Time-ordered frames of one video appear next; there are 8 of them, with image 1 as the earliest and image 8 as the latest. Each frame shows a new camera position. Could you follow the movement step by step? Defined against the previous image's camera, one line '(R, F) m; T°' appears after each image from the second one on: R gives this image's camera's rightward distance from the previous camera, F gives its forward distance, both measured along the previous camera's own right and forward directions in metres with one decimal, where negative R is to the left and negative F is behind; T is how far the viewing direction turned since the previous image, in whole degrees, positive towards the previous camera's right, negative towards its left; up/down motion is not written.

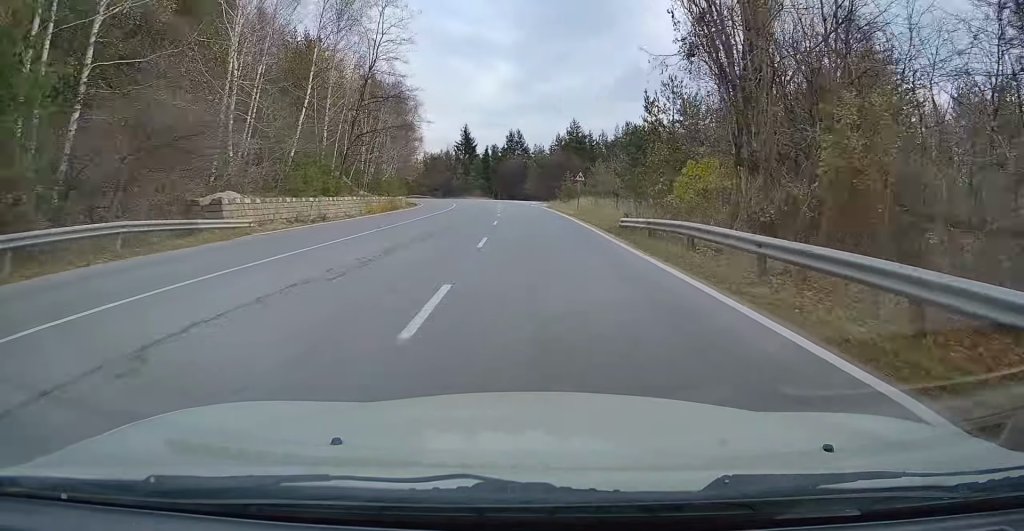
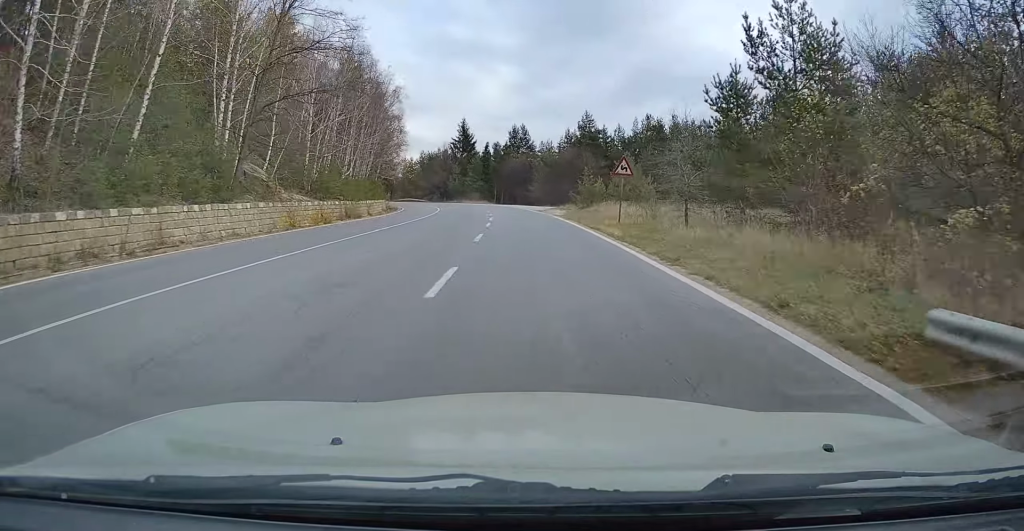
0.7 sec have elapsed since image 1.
(0.0, +16.1) m; -1°
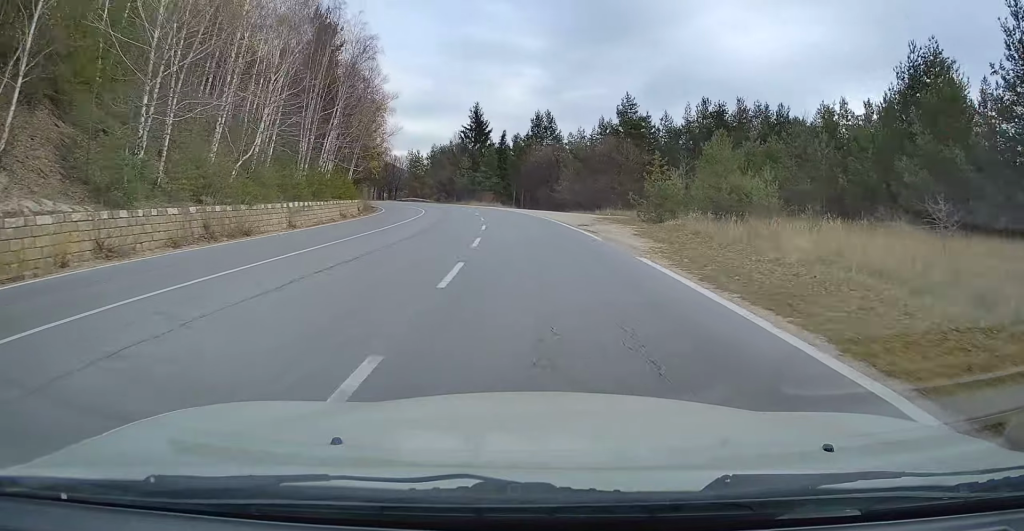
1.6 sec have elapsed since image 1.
(0.0, +21.7) m; -2°
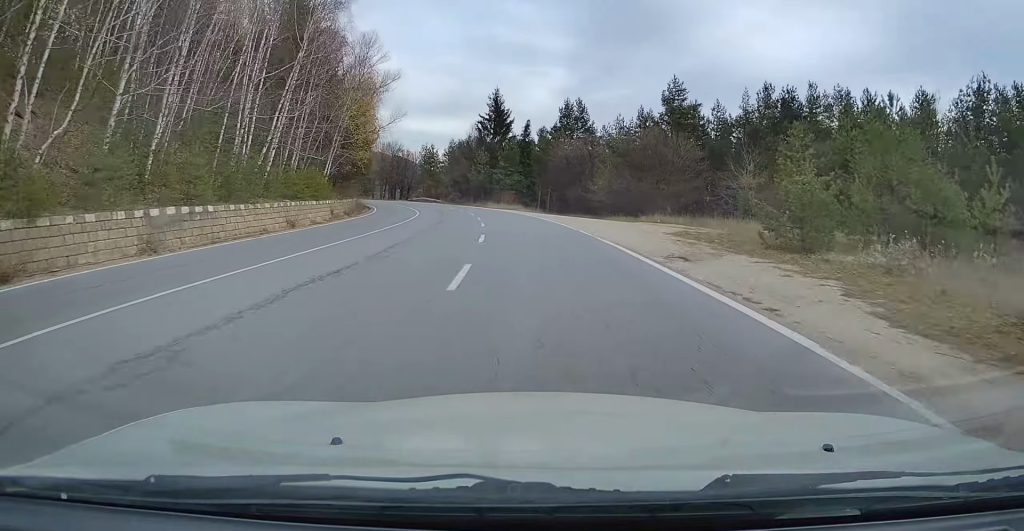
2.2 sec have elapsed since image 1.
(-0.4, +14.3) m; -3°
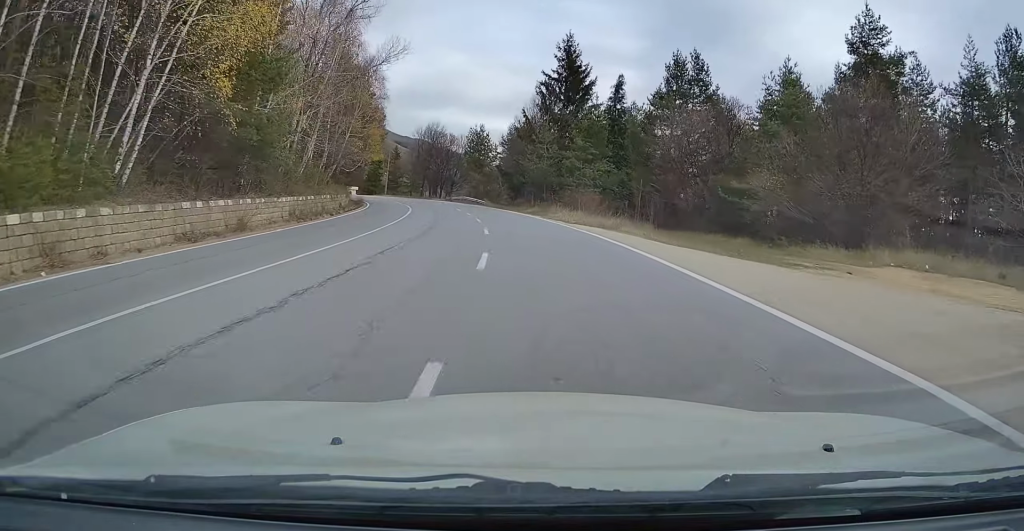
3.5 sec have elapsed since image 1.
(-1.6, +31.7) m; -6°
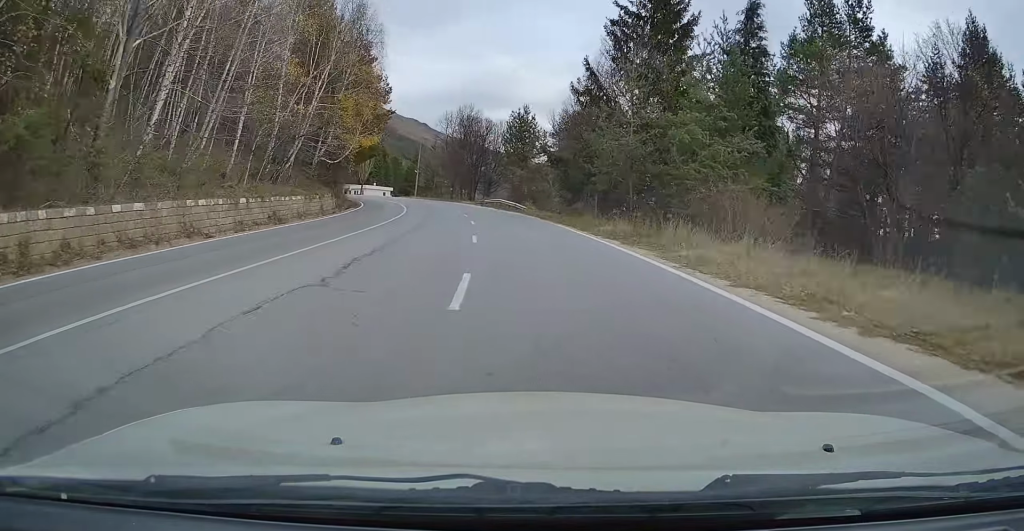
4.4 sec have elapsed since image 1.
(-0.7, +22.0) m; -4°
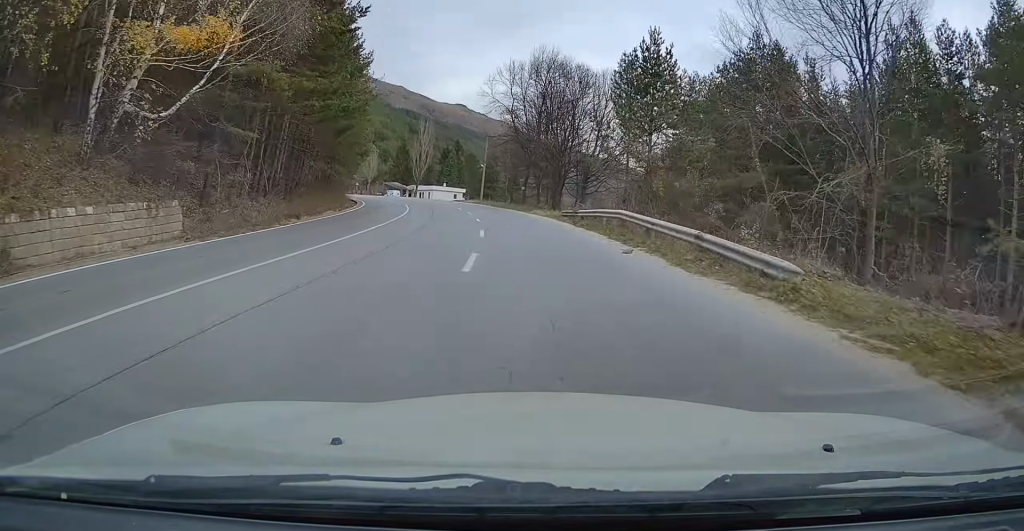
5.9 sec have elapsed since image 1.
(-2.4, +33.8) m; -8°
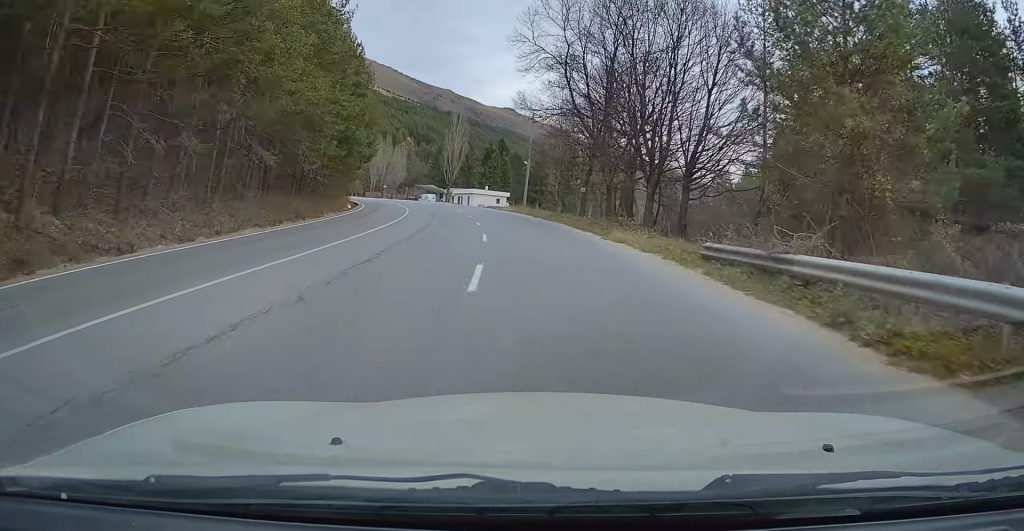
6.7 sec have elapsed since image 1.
(-0.7, +18.9) m; -4°
